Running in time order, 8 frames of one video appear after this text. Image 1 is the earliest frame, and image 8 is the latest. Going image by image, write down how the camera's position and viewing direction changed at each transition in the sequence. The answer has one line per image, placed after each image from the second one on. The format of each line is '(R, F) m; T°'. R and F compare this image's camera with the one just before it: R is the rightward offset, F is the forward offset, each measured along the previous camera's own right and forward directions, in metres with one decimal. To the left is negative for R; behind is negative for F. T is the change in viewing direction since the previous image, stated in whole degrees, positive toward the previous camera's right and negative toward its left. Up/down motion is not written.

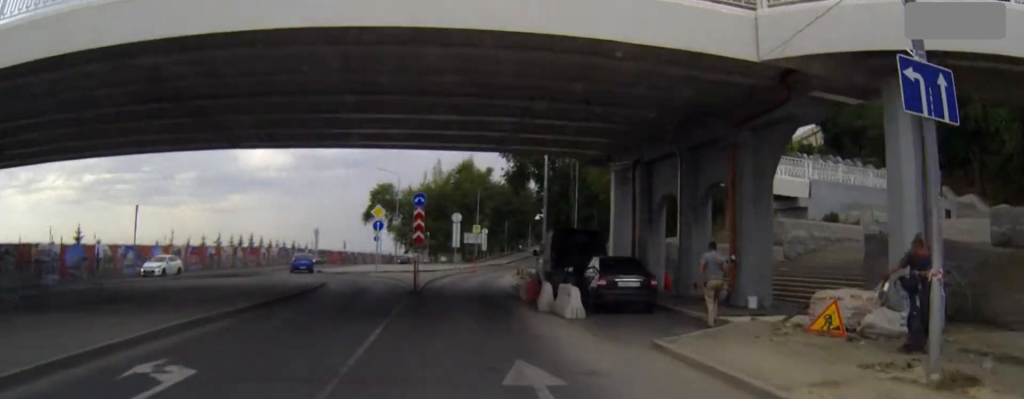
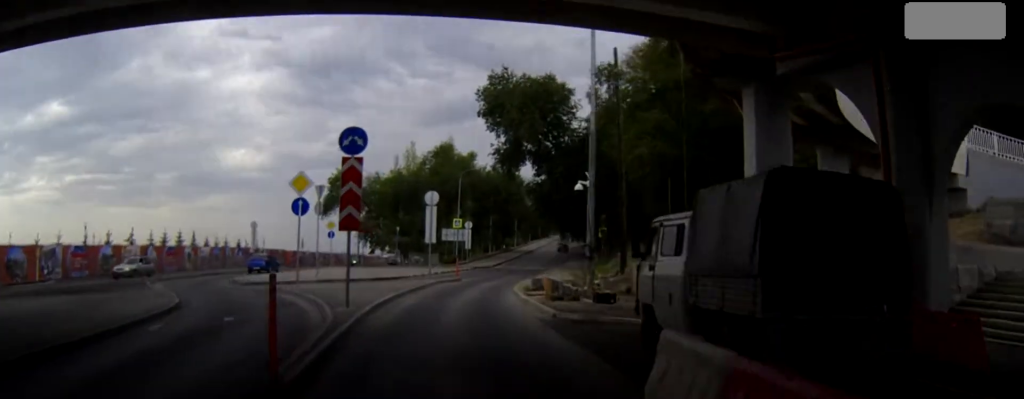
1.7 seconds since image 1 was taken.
(-0.9, +18.7) m; -4°
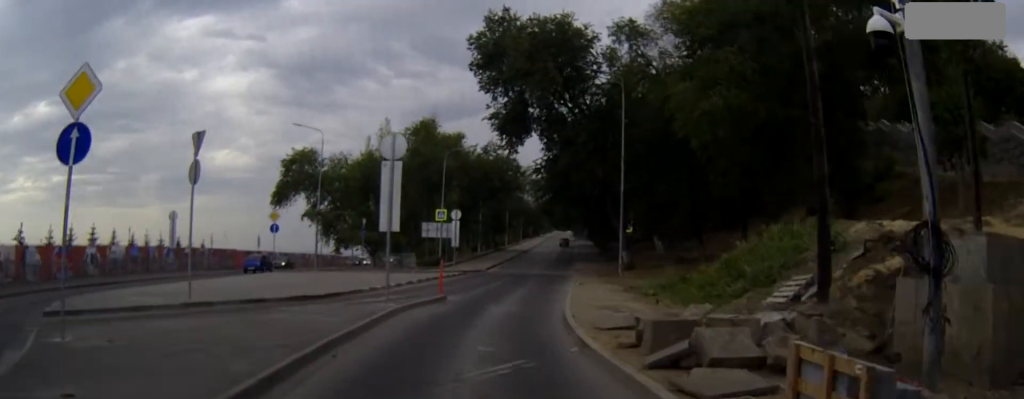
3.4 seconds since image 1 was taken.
(+0.7, +15.9) m; +6°
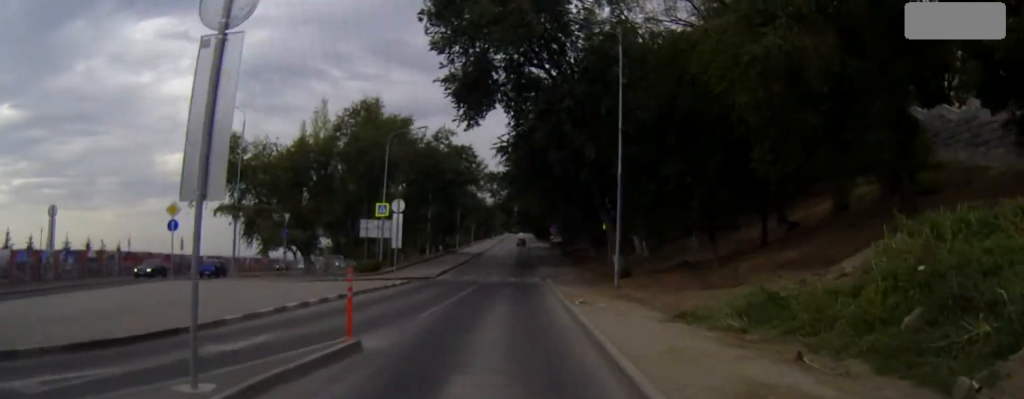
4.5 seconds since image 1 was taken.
(+0.2, +10.1) m; +5°
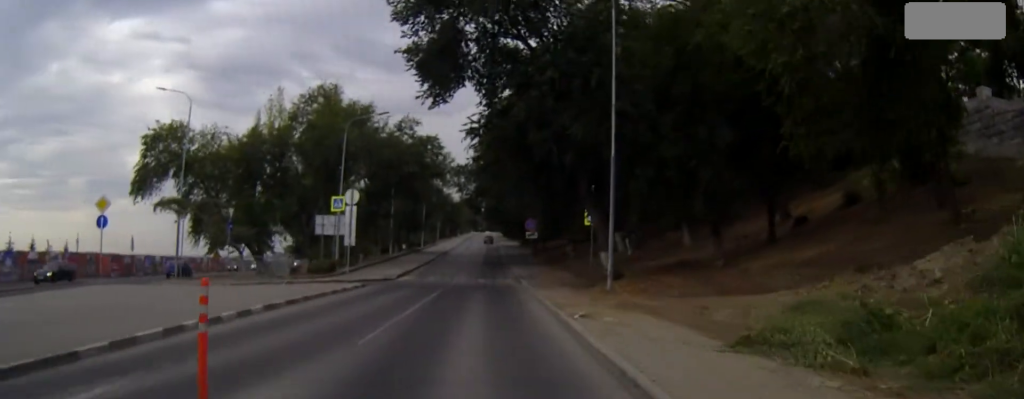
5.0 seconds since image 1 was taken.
(+0.2, +5.0) m; +2°
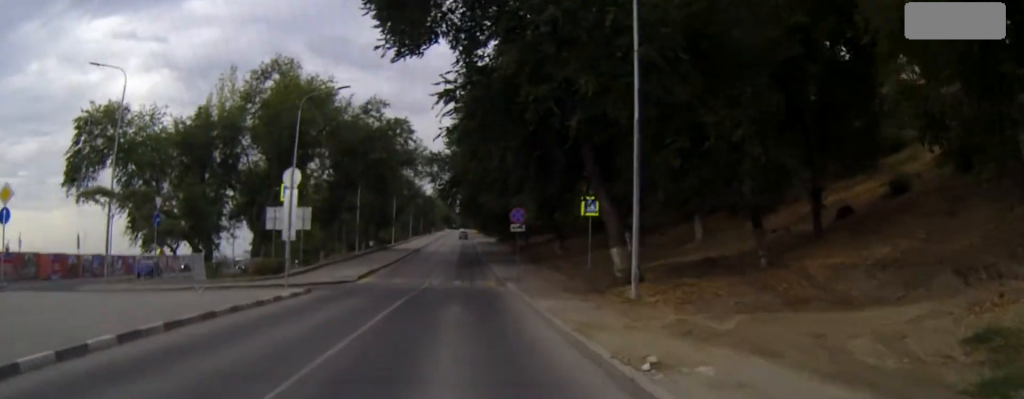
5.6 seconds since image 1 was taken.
(+0.3, +7.0) m; +3°
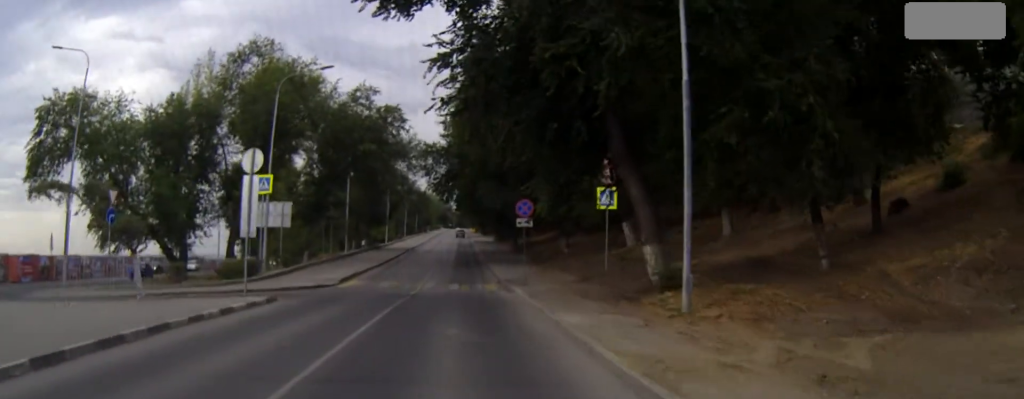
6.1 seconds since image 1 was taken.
(0.0, +4.8) m; +1°
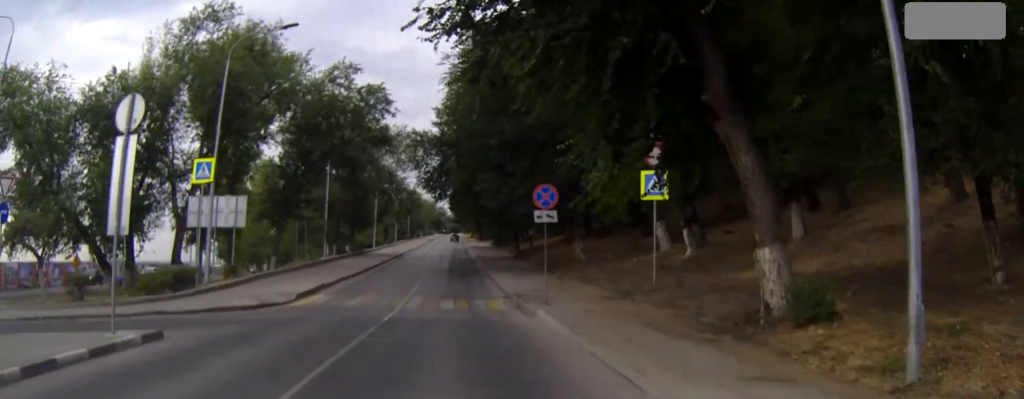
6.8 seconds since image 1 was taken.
(+0.1, +8.6) m; +1°
